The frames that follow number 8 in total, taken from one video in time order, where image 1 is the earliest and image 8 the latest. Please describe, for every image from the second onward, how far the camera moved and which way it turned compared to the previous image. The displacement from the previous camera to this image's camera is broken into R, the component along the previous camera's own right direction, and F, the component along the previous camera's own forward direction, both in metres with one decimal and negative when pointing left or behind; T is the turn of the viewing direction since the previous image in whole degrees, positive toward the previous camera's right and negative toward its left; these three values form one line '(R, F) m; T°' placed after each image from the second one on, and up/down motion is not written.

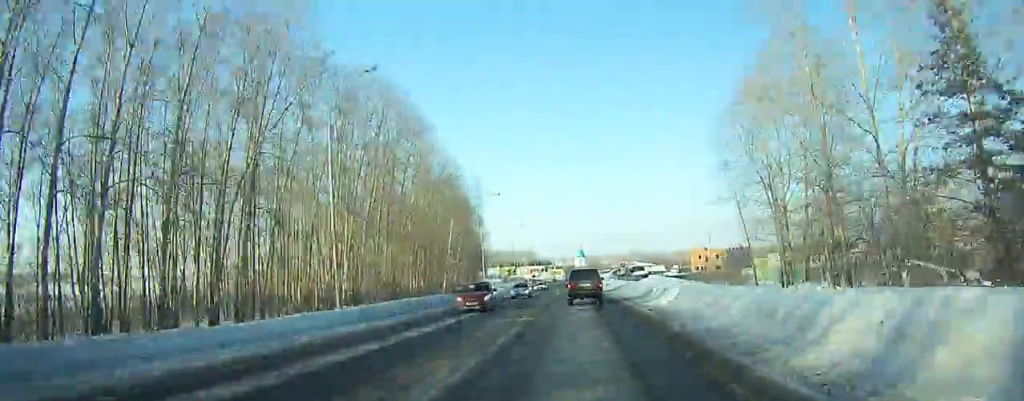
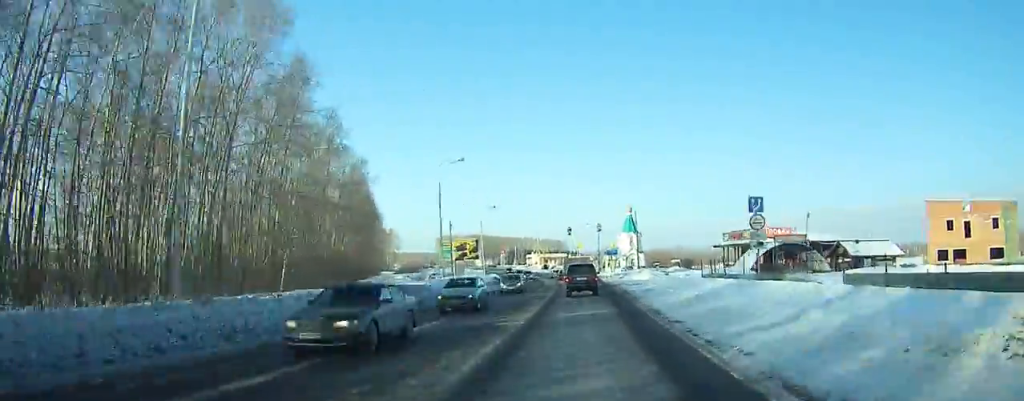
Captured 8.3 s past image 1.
(-3.3, +126.8) m; -3°
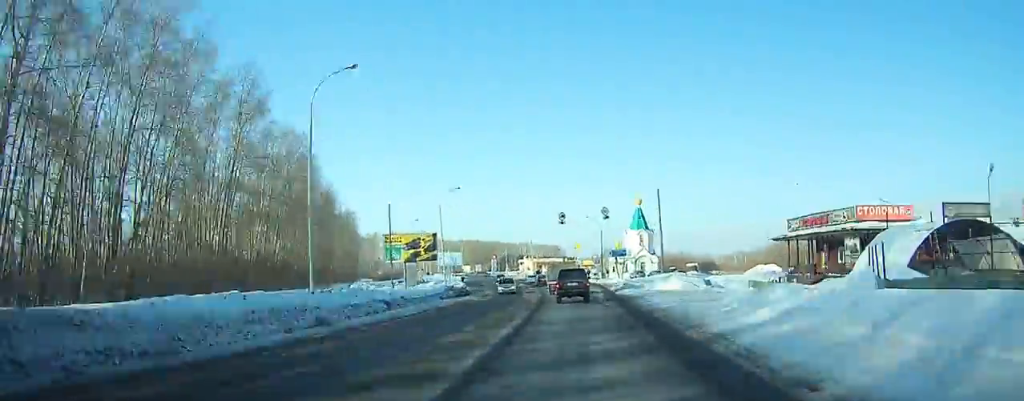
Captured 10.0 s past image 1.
(-0.1, +24.6) m; 0°
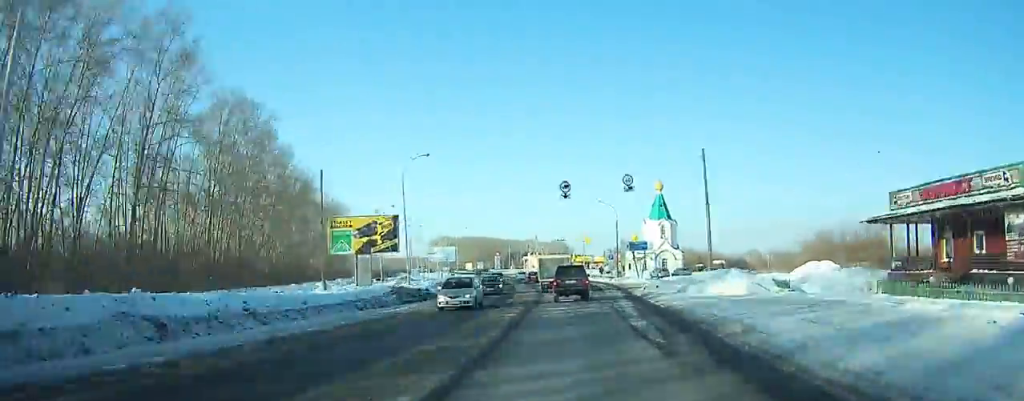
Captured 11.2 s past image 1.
(-0.1, +16.6) m; -1°
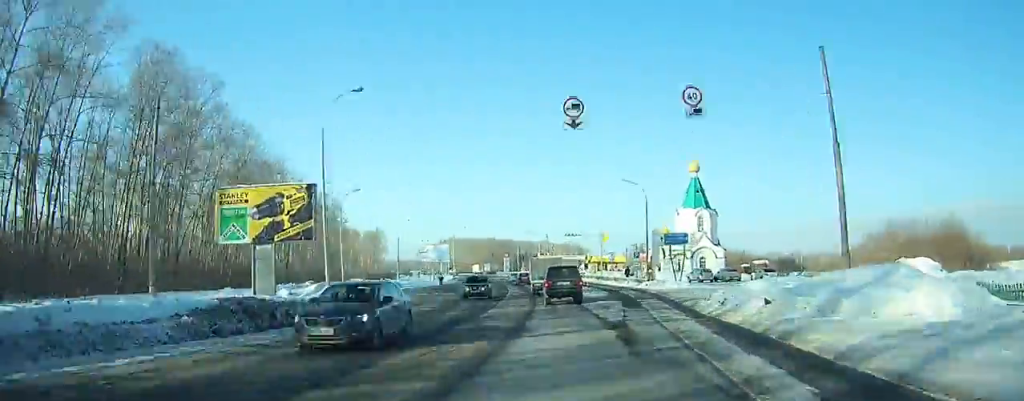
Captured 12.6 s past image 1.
(+0.1, +18.9) m; -1°
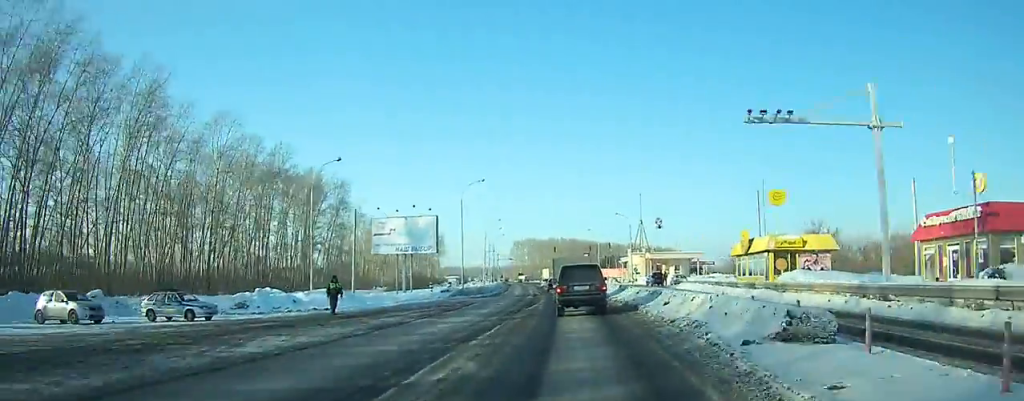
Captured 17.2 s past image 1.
(-3.4, +57.2) m; -7°
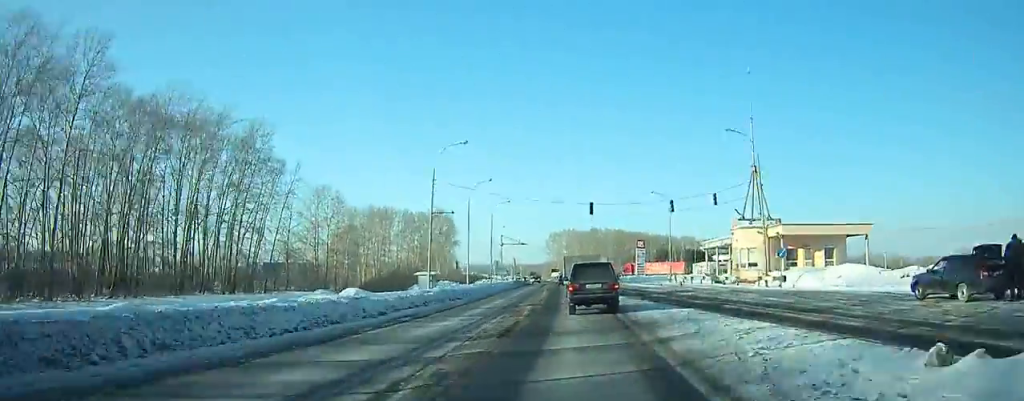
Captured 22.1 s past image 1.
(-3.2, +55.8) m; -5°
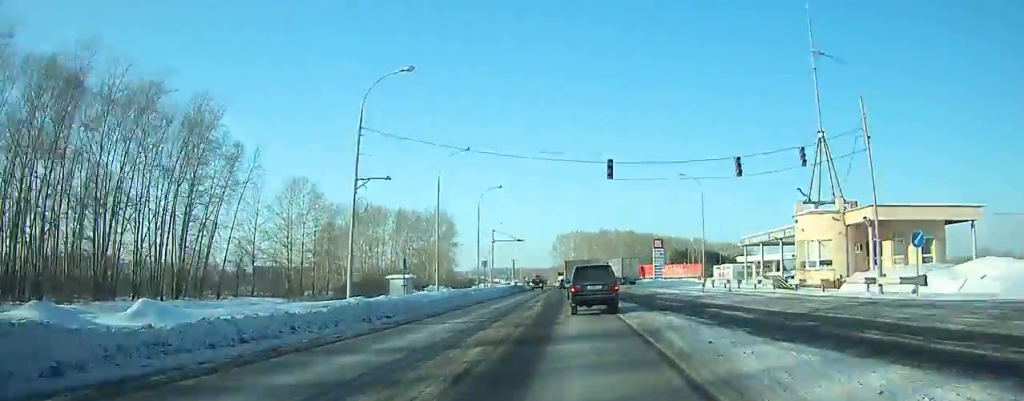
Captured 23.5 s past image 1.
(-0.2, +16.1) m; -1°
